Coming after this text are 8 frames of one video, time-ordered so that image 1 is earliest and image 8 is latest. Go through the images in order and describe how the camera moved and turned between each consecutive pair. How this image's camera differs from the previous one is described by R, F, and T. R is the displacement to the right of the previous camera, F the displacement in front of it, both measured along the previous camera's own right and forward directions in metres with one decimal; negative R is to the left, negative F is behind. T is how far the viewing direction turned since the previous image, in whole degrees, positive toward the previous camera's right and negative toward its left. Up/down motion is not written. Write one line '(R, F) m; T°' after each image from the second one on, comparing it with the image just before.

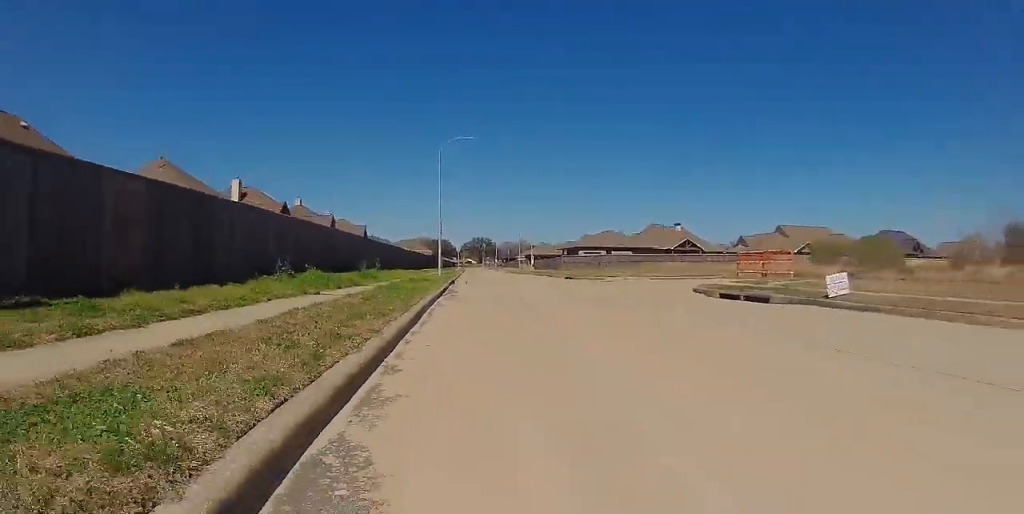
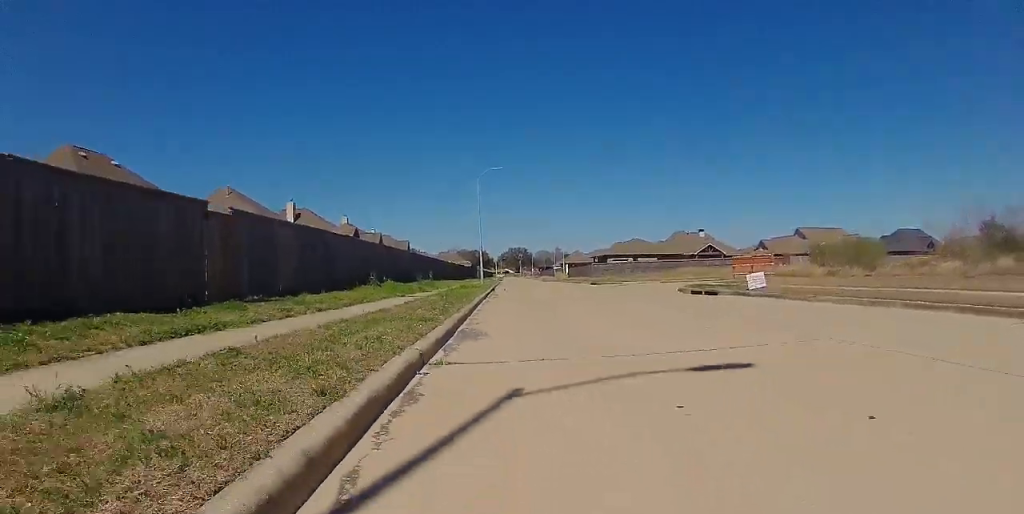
(0.0, +6.8) m; 0°
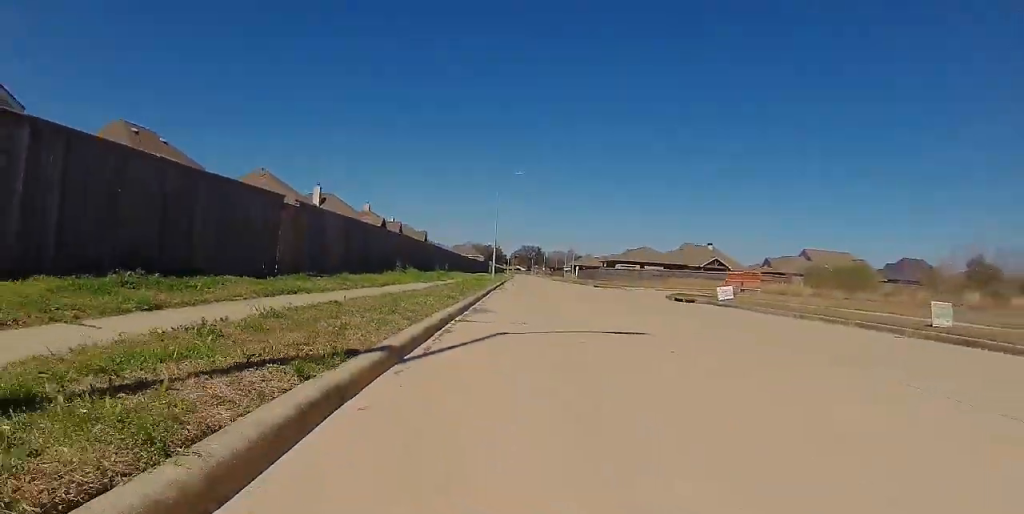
(0.0, +3.4) m; 0°
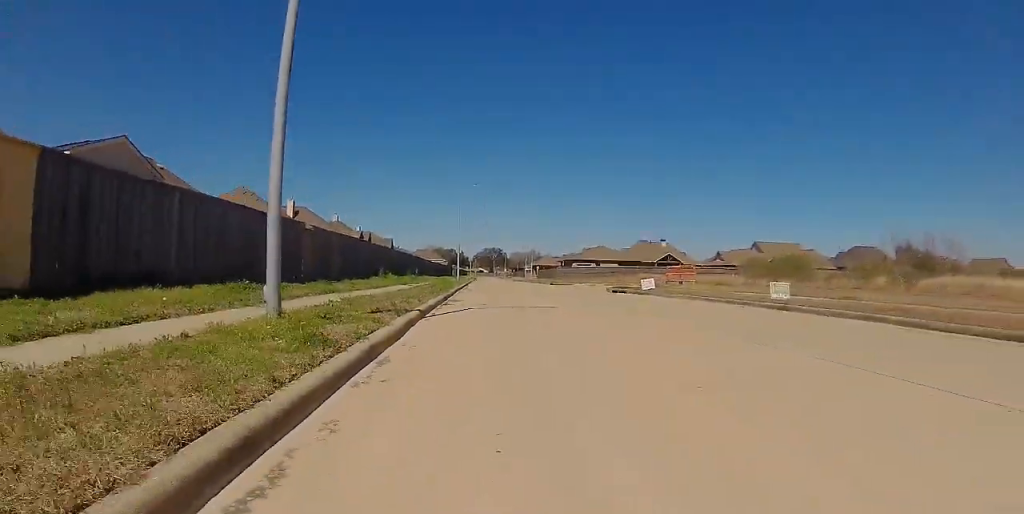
(0.0, +5.2) m; 0°
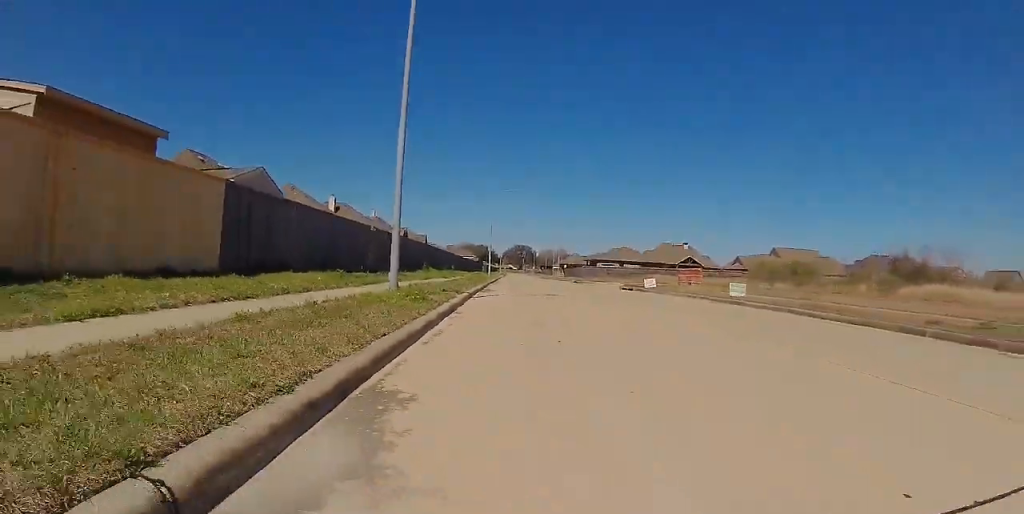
(0.0, +4.8) m; 0°
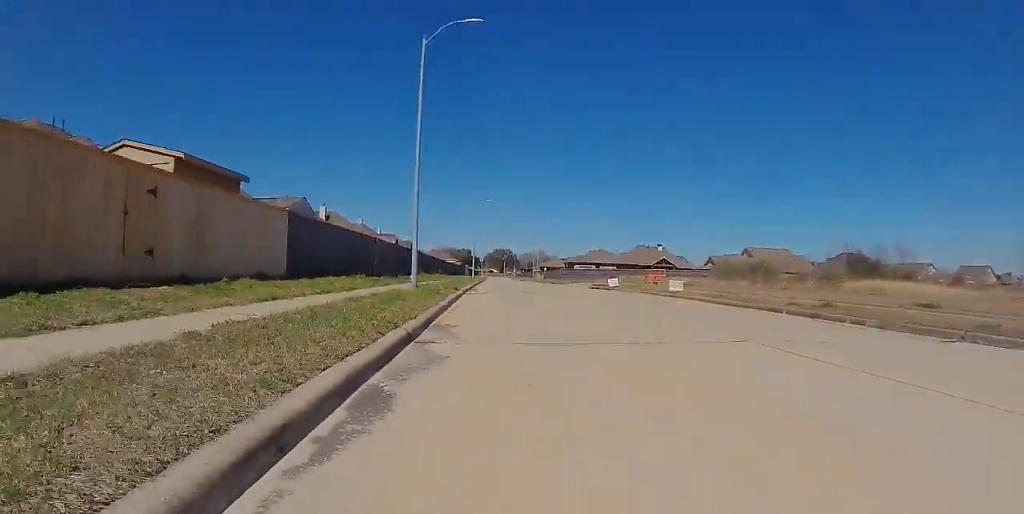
(0.0, +4.9) m; 0°
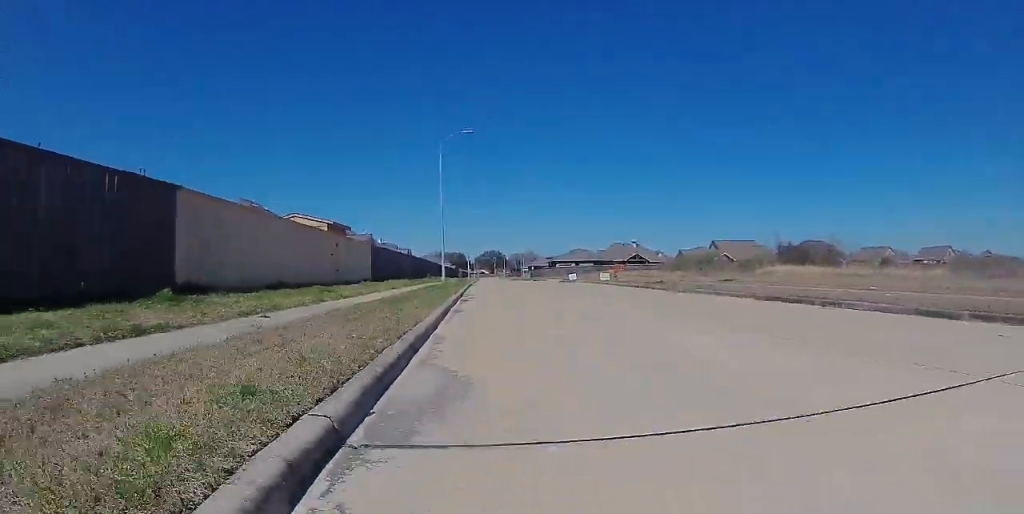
(0.0, +13.8) m; -1°
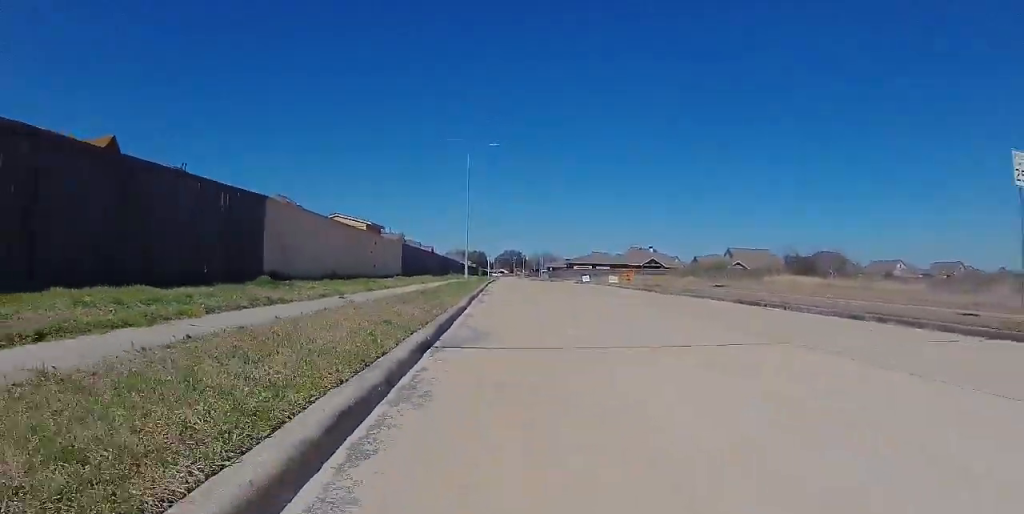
(0.0, +3.5) m; -1°
